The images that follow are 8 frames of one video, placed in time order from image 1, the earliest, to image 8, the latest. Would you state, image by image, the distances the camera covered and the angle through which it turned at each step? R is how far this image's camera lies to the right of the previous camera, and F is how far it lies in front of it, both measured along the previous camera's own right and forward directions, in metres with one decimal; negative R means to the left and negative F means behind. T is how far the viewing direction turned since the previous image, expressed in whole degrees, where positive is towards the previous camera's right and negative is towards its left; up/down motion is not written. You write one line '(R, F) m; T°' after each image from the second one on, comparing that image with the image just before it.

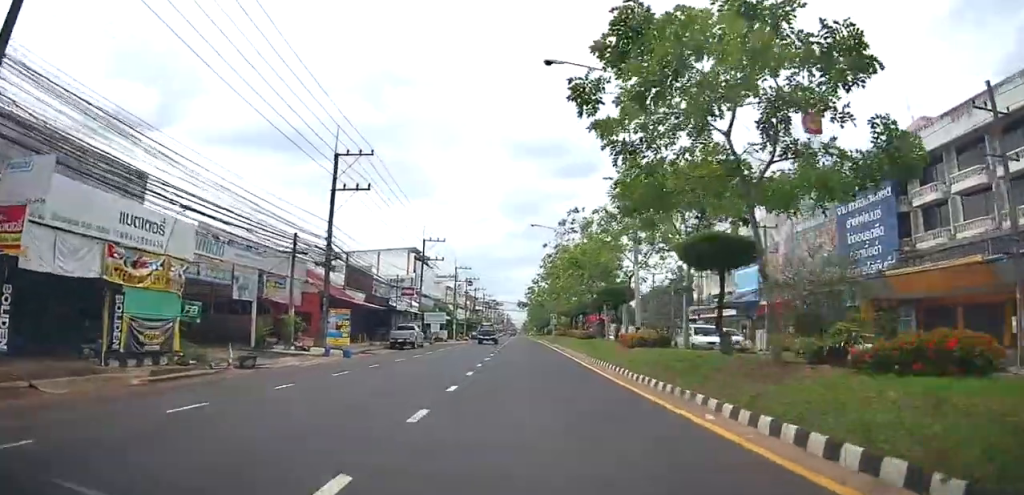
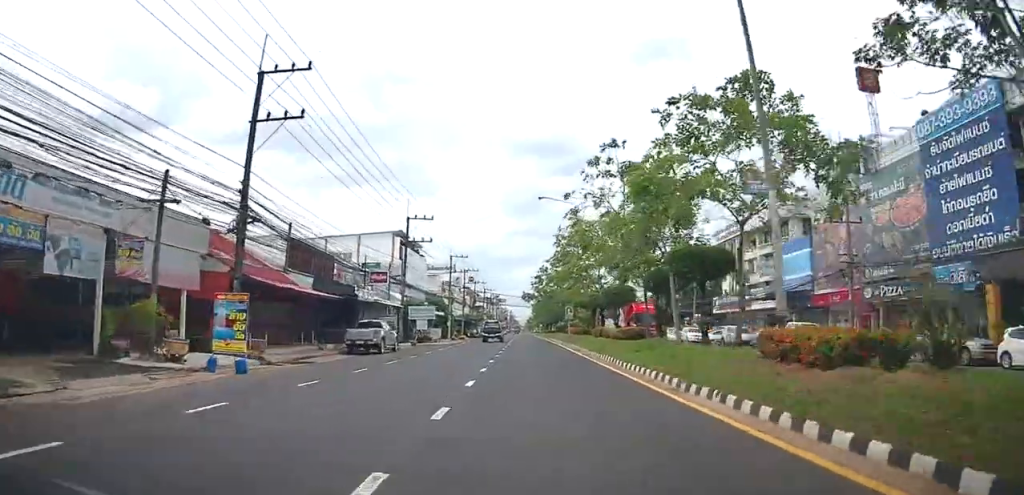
(+0.3, +11.9) m; +1°
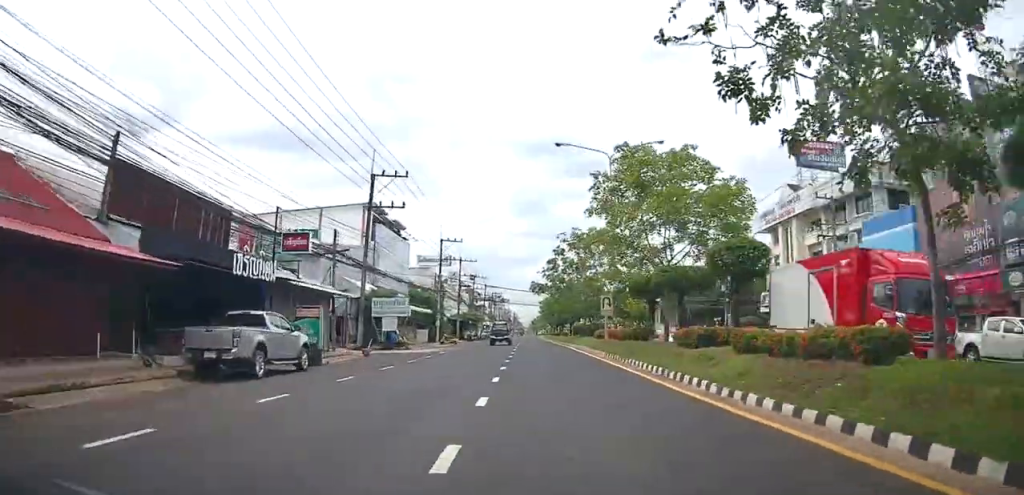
(0.0, +15.5) m; -3°
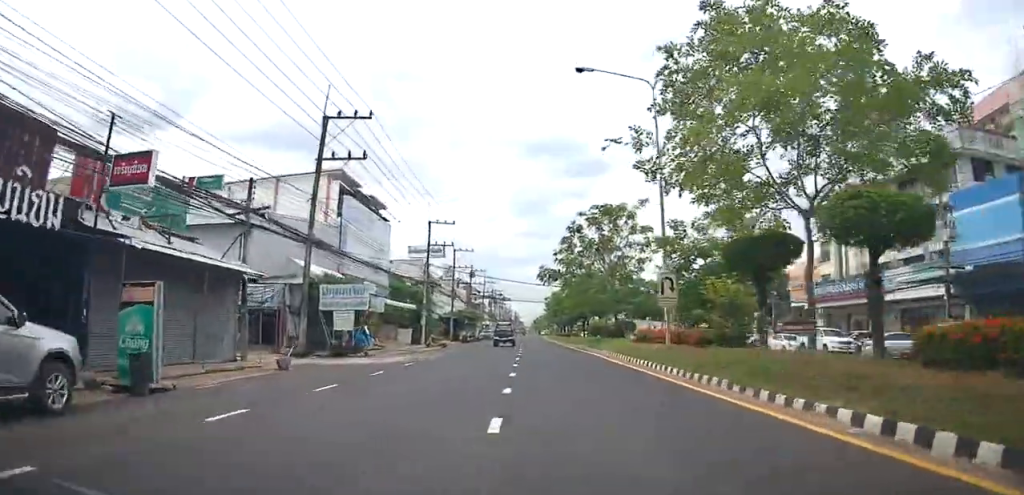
(-0.6, +10.8) m; -1°
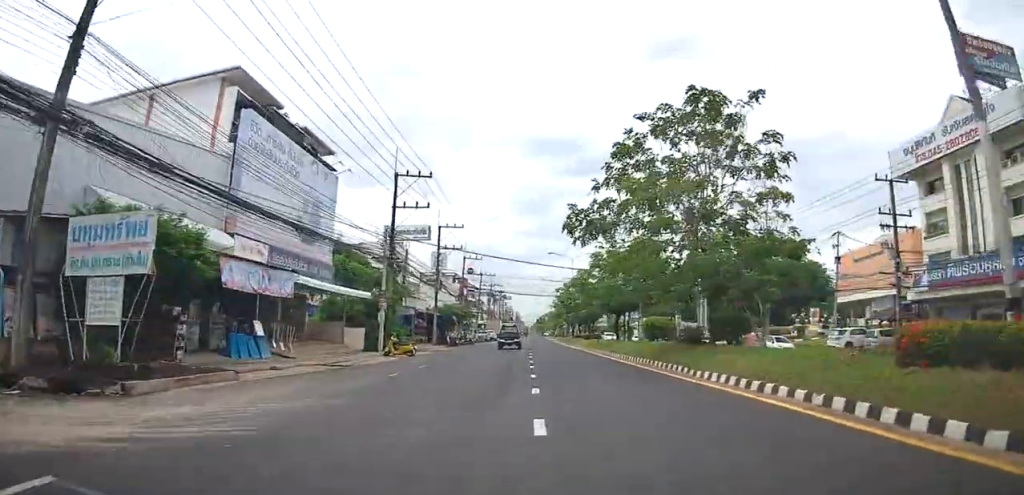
(+0.2, +17.1) m; +1°
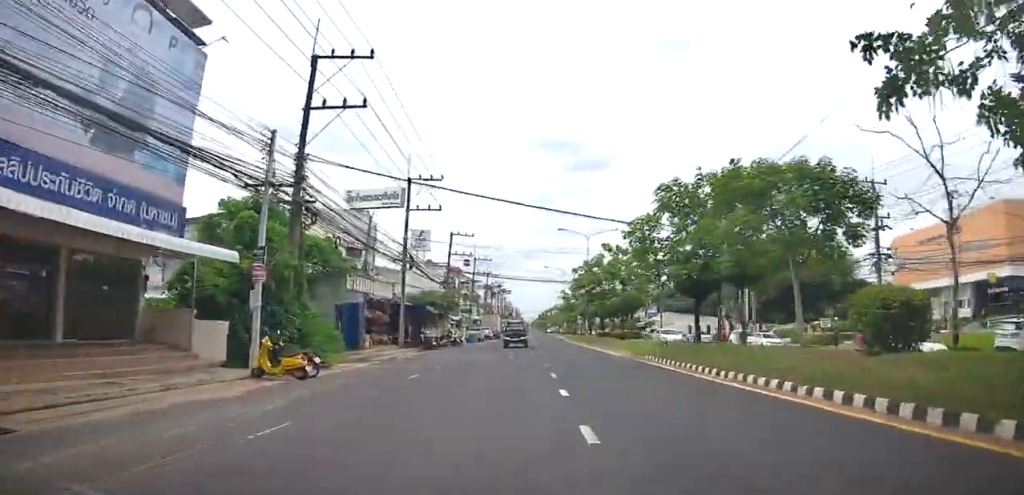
(+0.2, +17.4) m; +1°
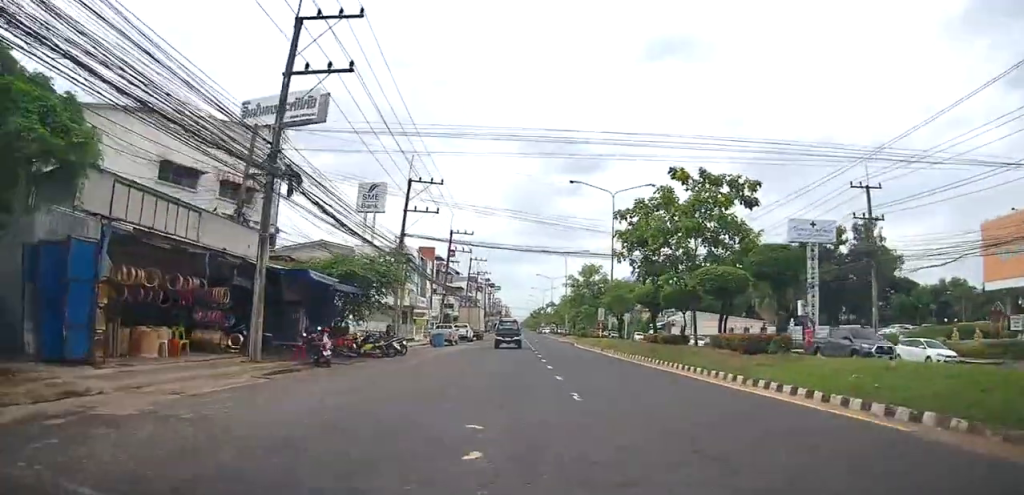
(0.0, +21.5) m; 0°
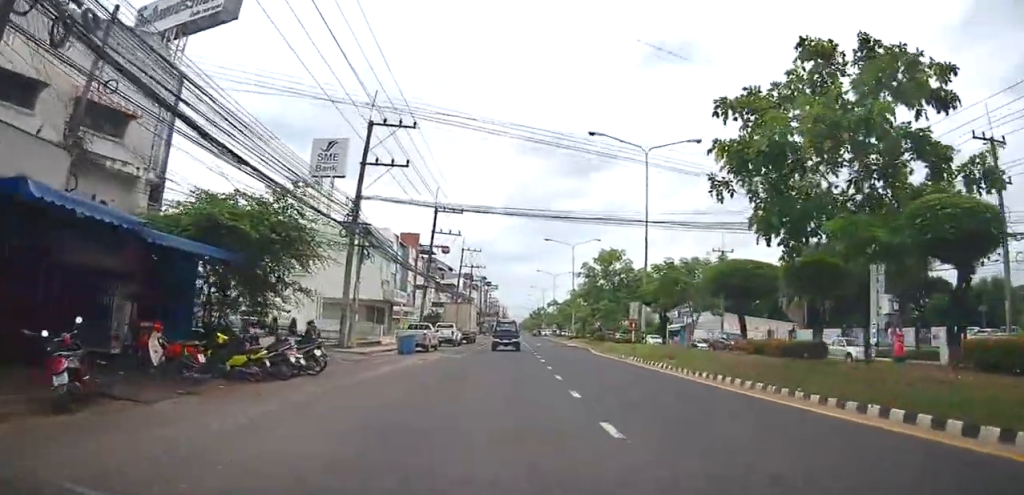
(-0.1, +11.6) m; +2°
